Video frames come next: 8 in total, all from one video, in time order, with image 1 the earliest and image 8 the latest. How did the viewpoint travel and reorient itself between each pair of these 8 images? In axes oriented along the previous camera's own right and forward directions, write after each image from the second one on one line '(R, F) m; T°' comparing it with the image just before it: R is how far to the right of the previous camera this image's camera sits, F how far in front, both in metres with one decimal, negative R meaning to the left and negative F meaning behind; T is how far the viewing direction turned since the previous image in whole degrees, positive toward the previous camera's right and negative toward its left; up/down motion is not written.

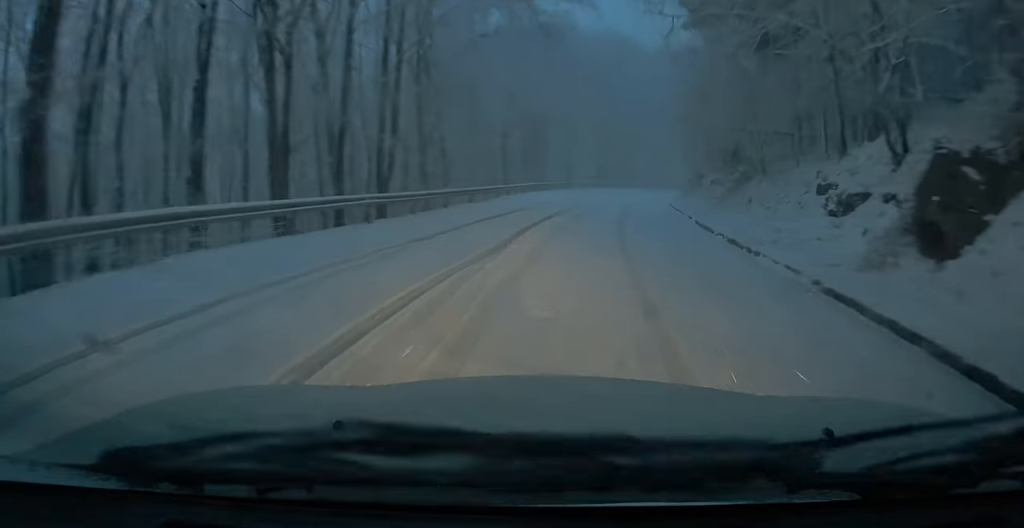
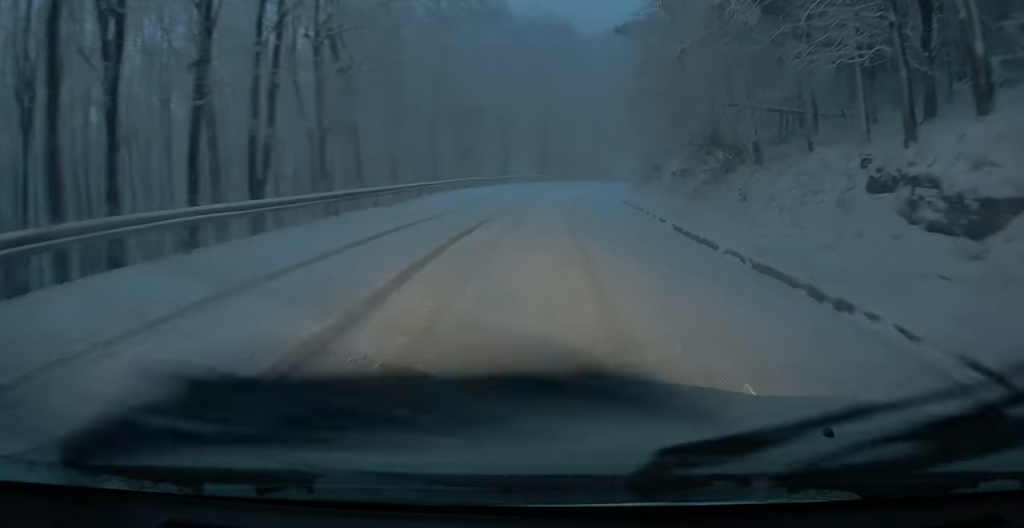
(+0.2, +5.2) m; +8°
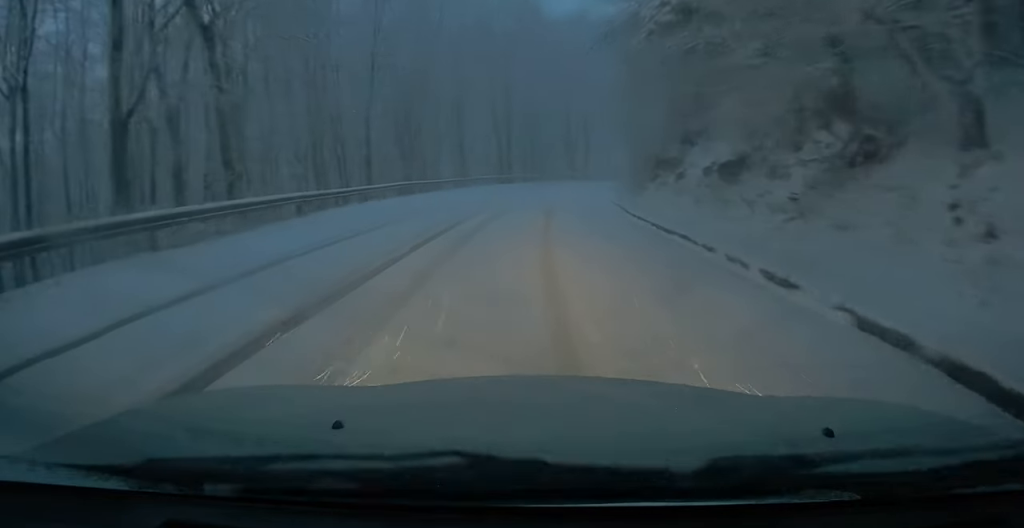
(+0.9, +11.8) m; +3°
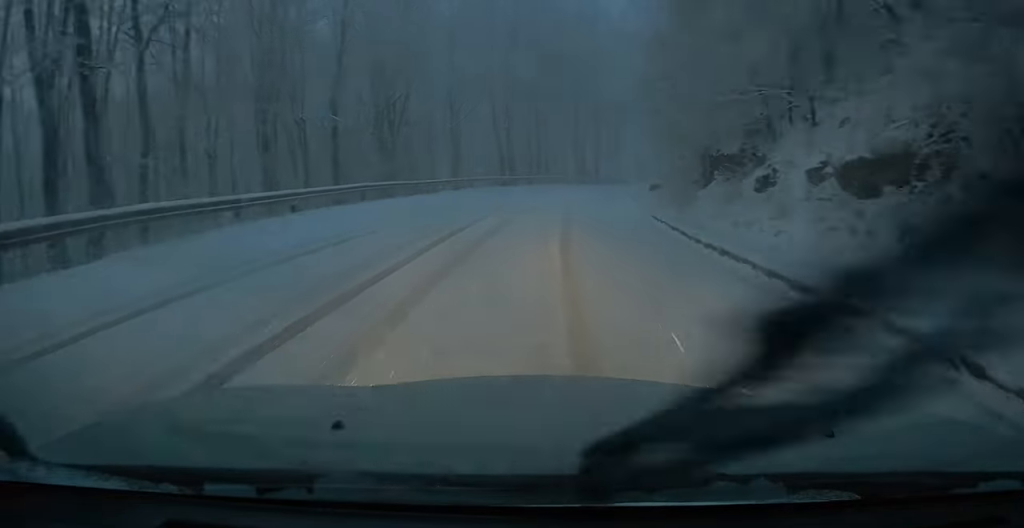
(-0.1, +8.2) m; 0°
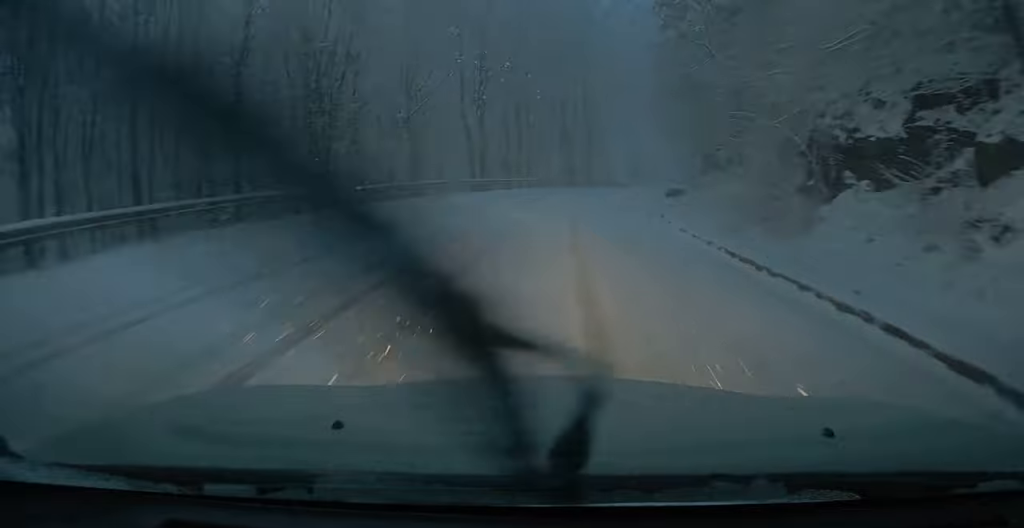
(0.0, +10.6) m; +1°
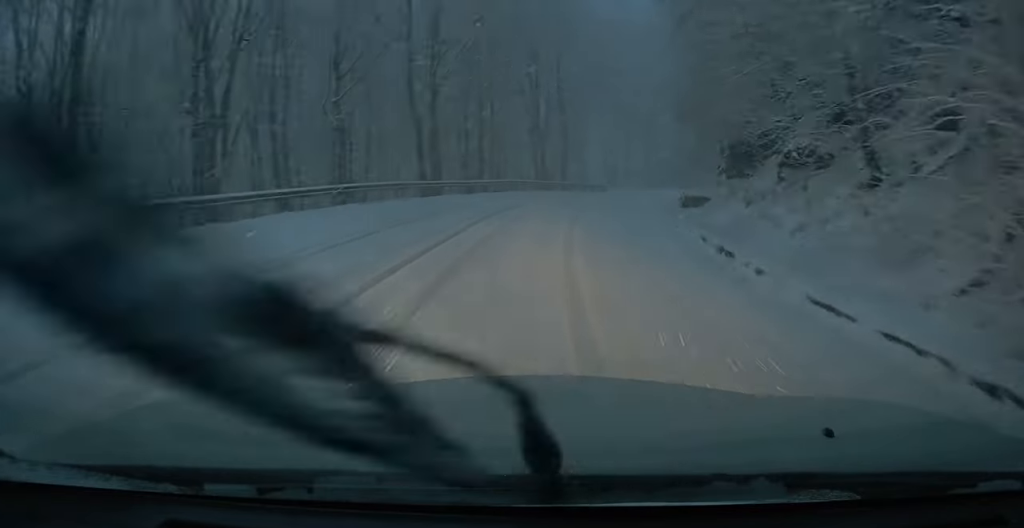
(+0.2, +9.1) m; +2°
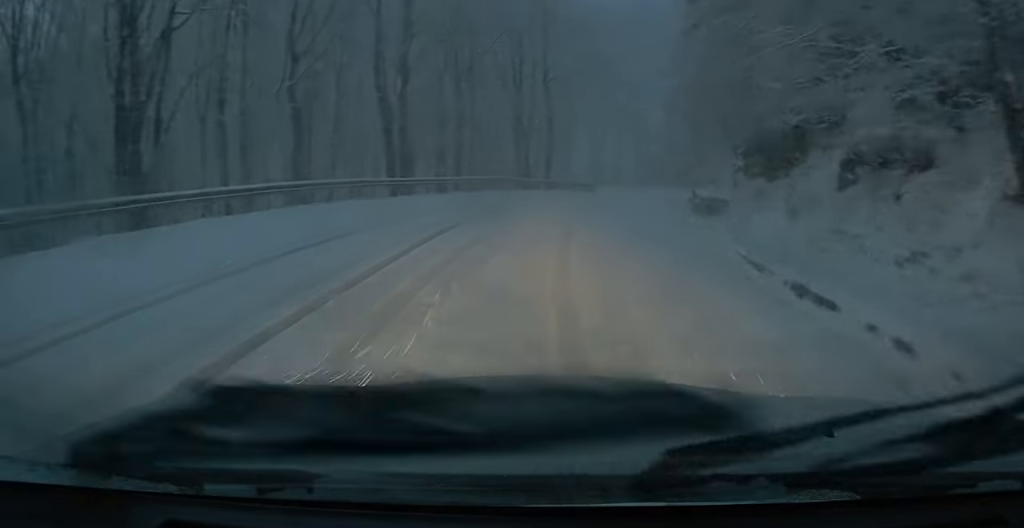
(0.0, +4.2) m; +1°
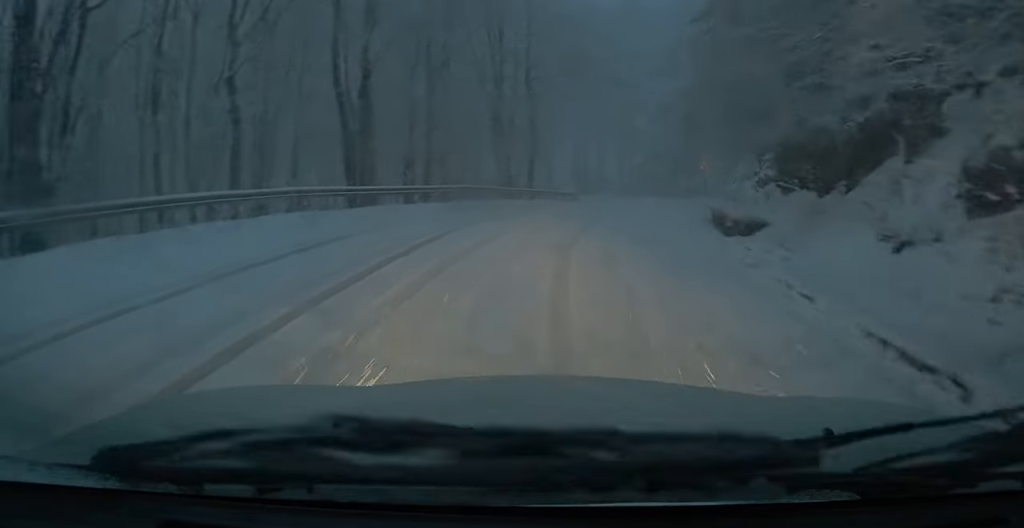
(0.0, +4.4) m; +1°
